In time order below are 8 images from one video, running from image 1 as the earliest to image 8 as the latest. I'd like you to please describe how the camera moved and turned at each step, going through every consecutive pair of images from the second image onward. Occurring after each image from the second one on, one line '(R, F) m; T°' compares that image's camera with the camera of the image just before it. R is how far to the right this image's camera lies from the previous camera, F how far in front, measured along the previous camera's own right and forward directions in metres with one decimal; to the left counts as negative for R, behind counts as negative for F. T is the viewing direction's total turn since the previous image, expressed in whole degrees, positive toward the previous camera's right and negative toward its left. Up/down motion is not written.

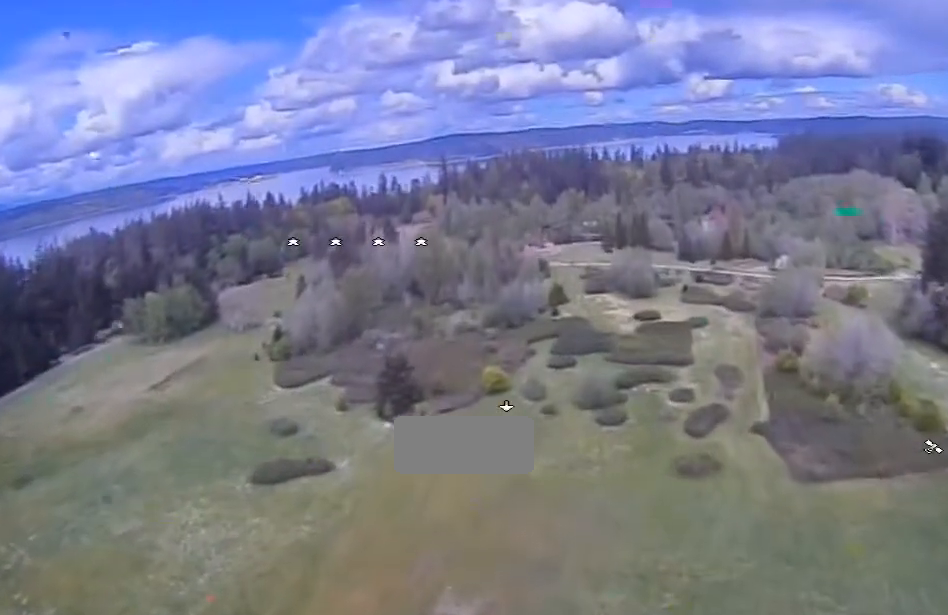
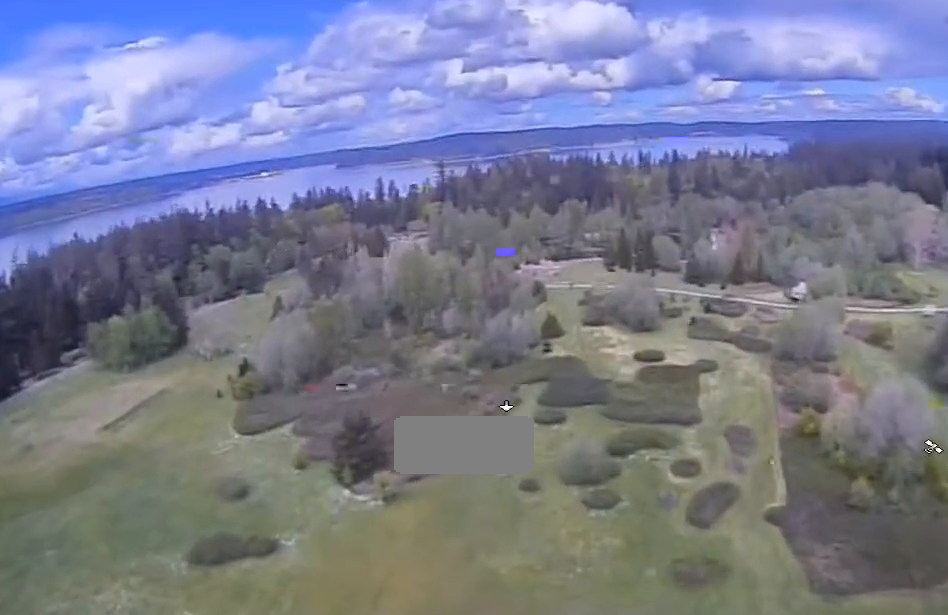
(+0.2, +22.2) m; 0°
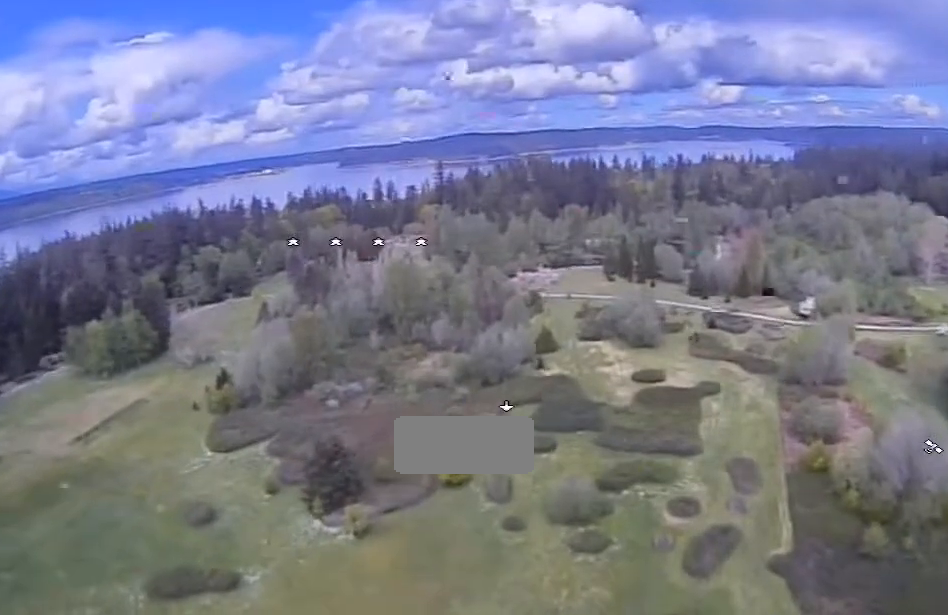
(-0.1, +11.5) m; -1°
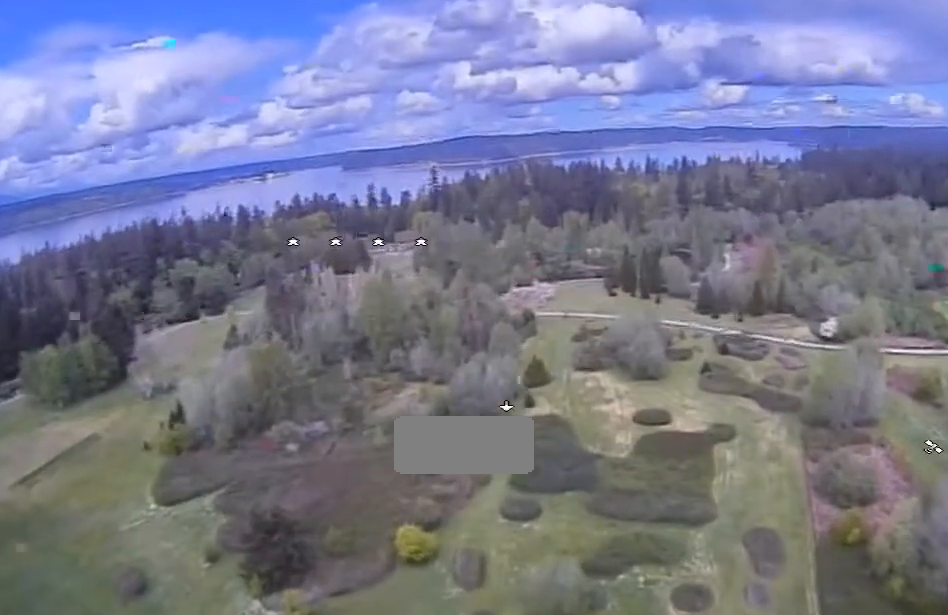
(-0.5, +23.8) m; -2°
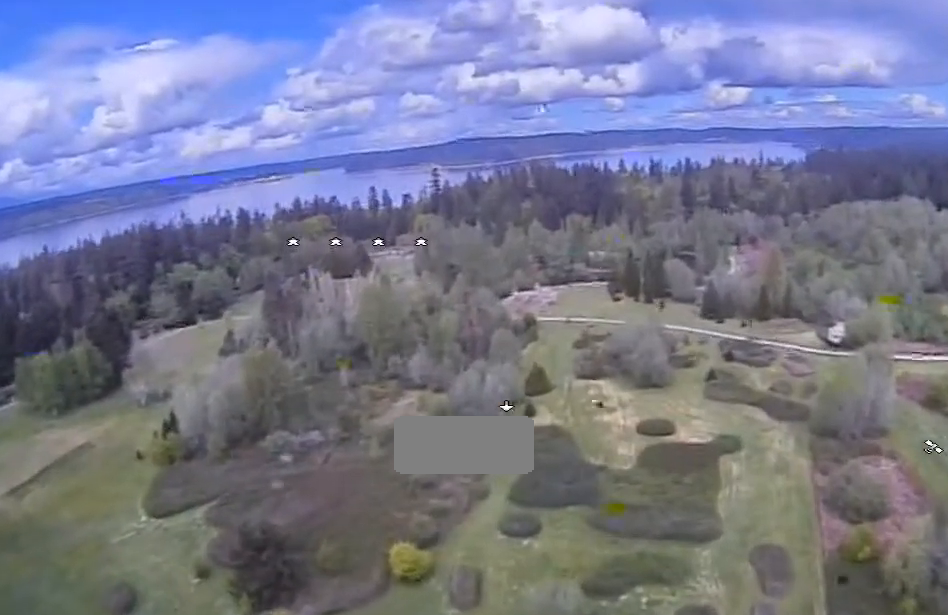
(0.0, +4.5) m; 0°
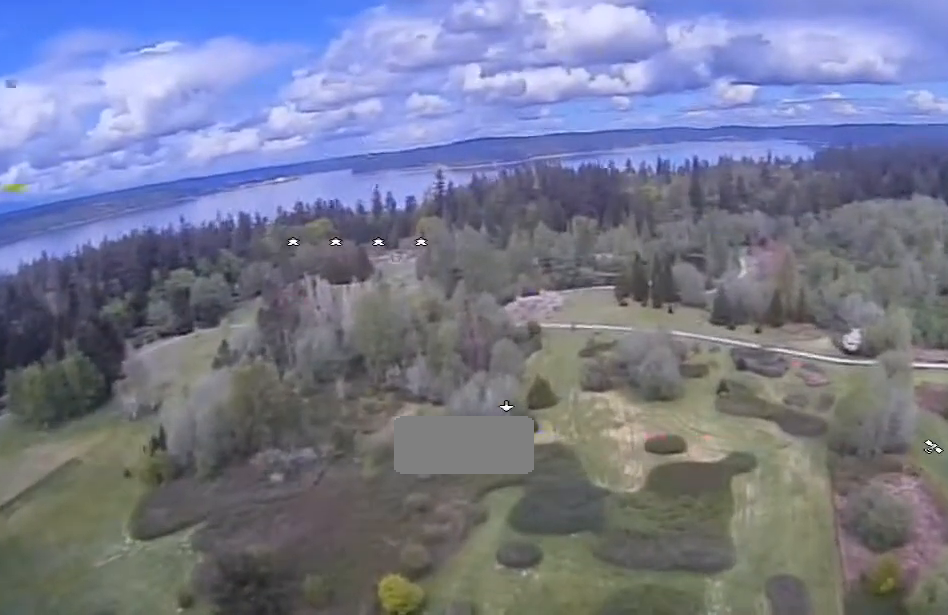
(0.0, +8.0) m; 0°
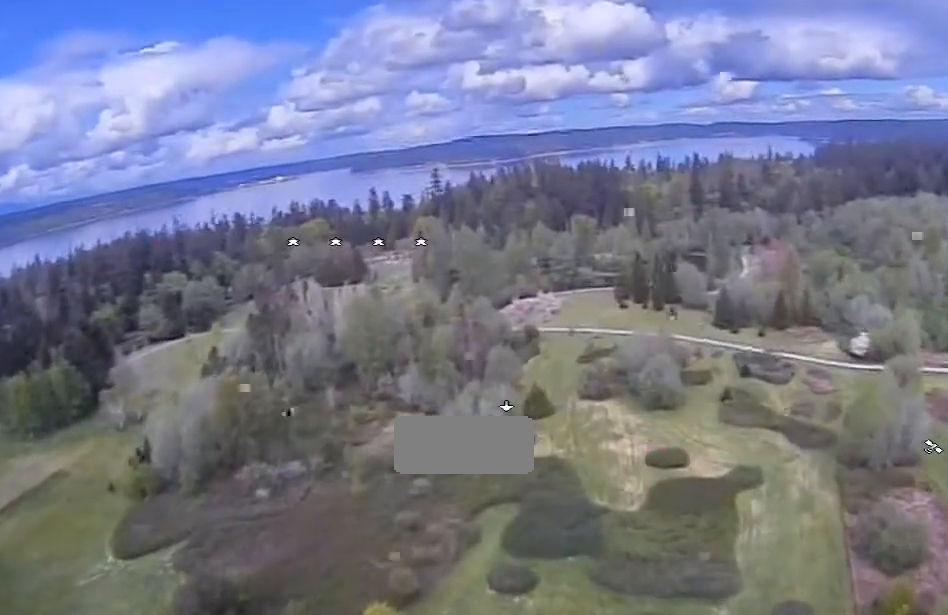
(0.0, +8.2) m; 0°
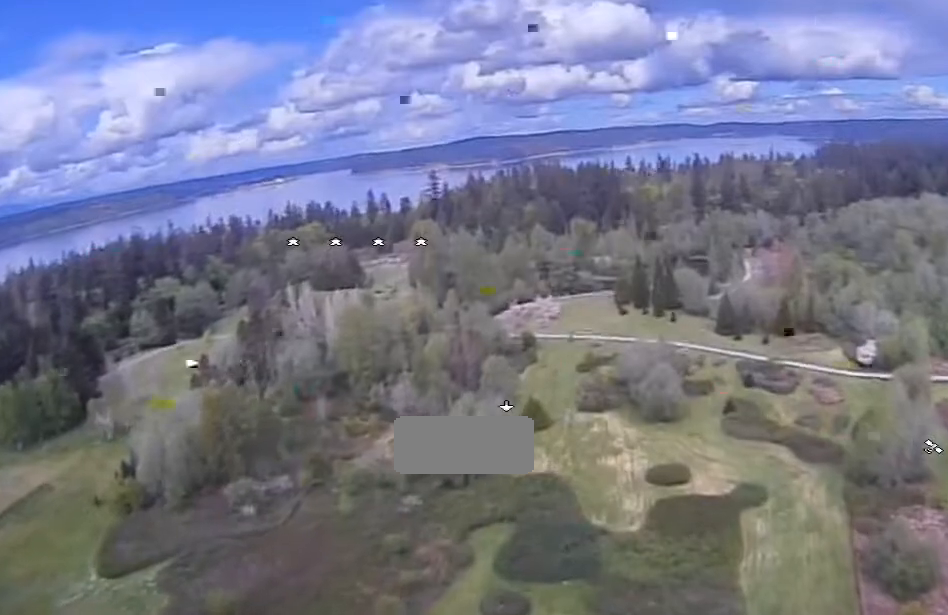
(0.0, +6.7) m; 0°
